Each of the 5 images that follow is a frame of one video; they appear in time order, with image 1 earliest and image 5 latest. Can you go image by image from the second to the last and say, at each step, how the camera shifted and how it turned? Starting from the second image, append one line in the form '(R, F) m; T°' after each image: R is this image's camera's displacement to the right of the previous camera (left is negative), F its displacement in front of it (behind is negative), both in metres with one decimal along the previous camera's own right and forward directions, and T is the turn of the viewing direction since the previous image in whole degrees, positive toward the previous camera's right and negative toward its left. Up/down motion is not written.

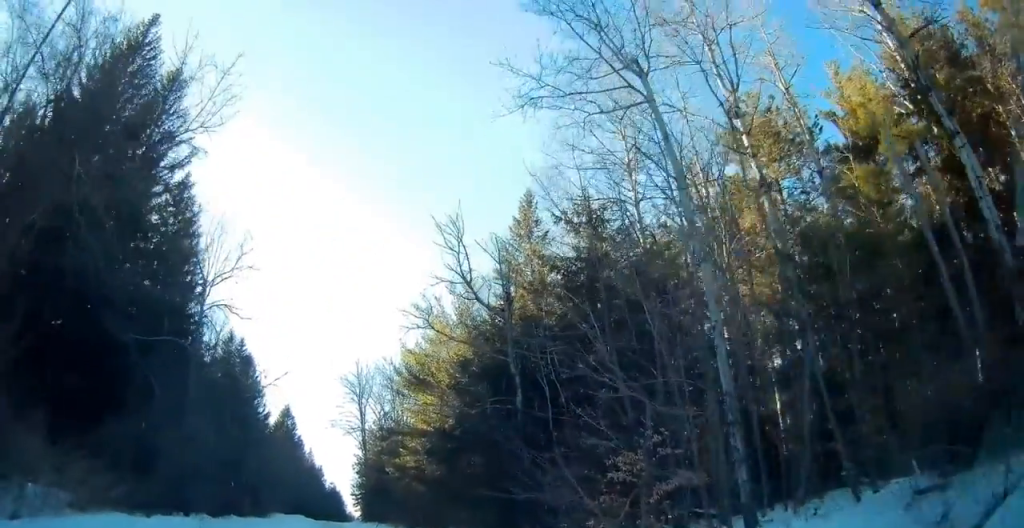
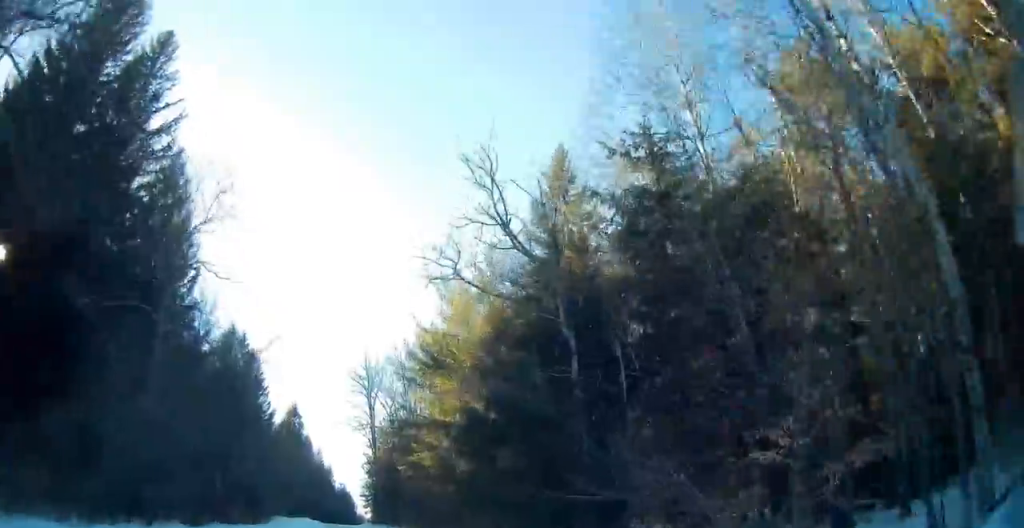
(-0.1, +4.4) m; -5°
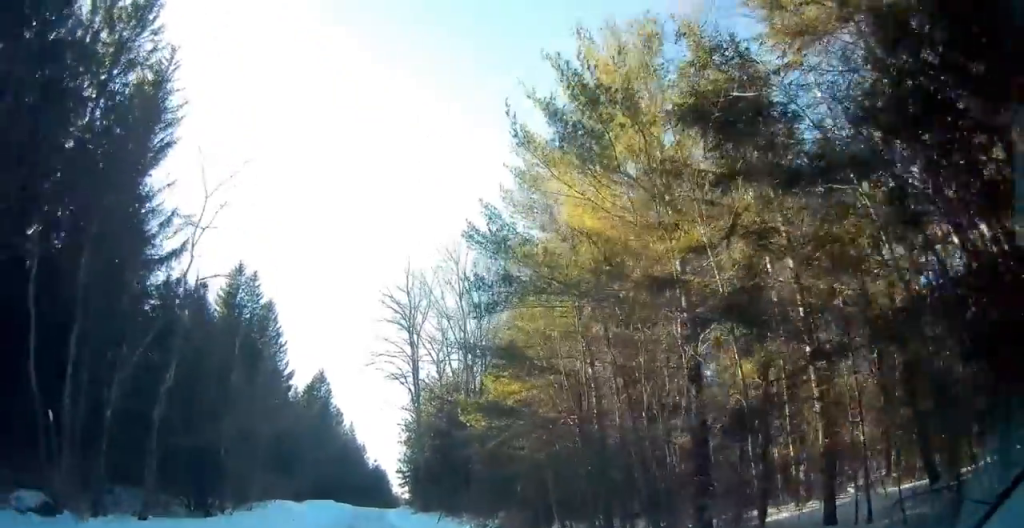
(-0.8, +15.3) m; -2°
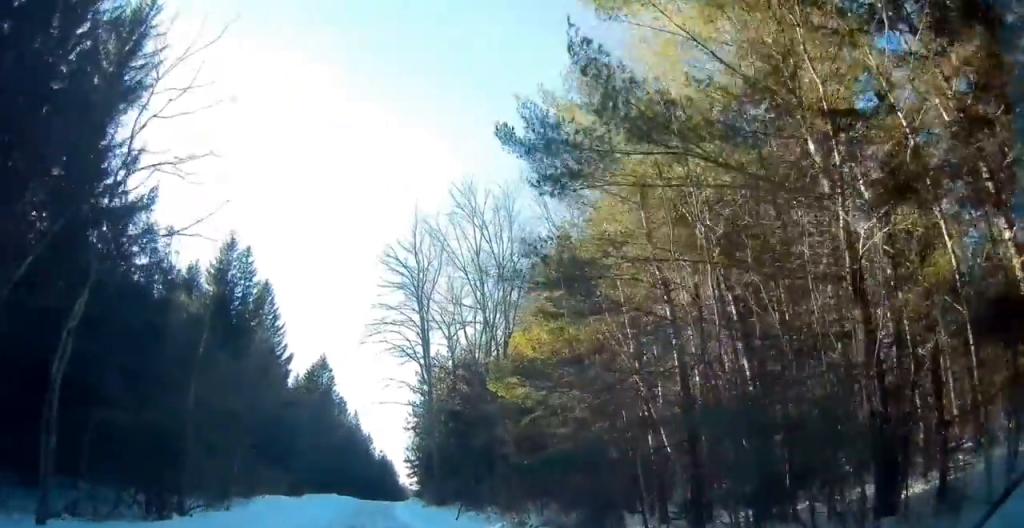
(-0.1, +5.1) m; -1°
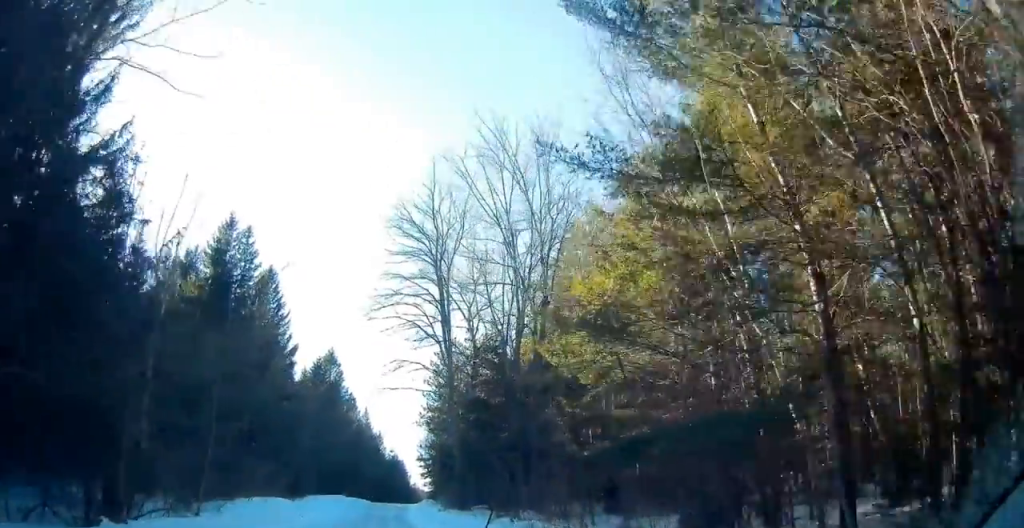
(0.0, +4.8) m; +1°
